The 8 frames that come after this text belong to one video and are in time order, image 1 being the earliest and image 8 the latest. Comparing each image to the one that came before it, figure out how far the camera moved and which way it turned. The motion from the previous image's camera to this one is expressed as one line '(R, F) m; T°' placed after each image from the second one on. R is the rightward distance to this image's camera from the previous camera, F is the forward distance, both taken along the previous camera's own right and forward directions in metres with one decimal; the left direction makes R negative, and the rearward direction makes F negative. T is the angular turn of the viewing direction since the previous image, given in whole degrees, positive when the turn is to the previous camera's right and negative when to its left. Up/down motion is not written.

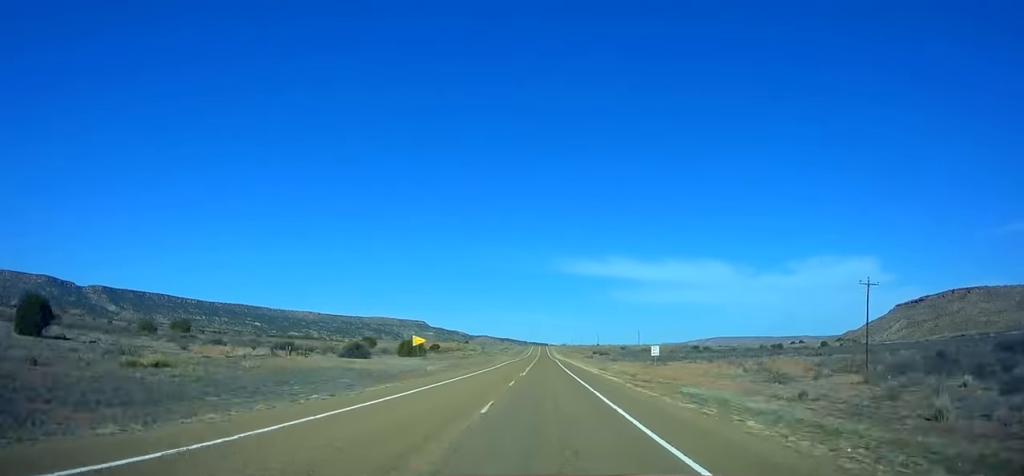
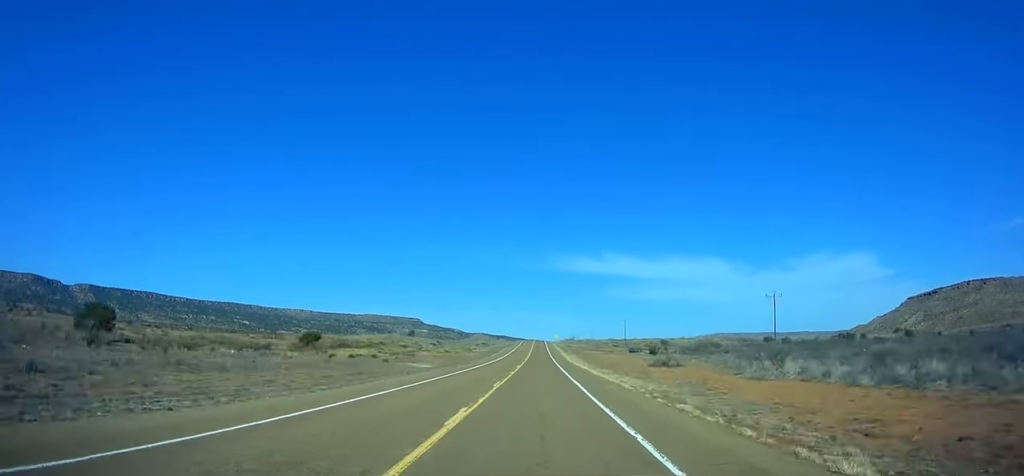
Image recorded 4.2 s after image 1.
(0.0, +111.5) m; 0°
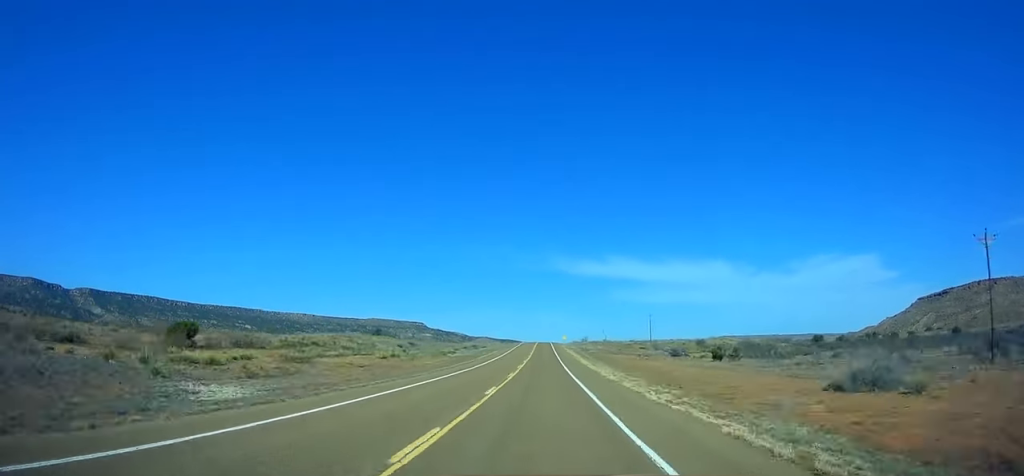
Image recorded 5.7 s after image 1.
(0.0, +37.9) m; 0°
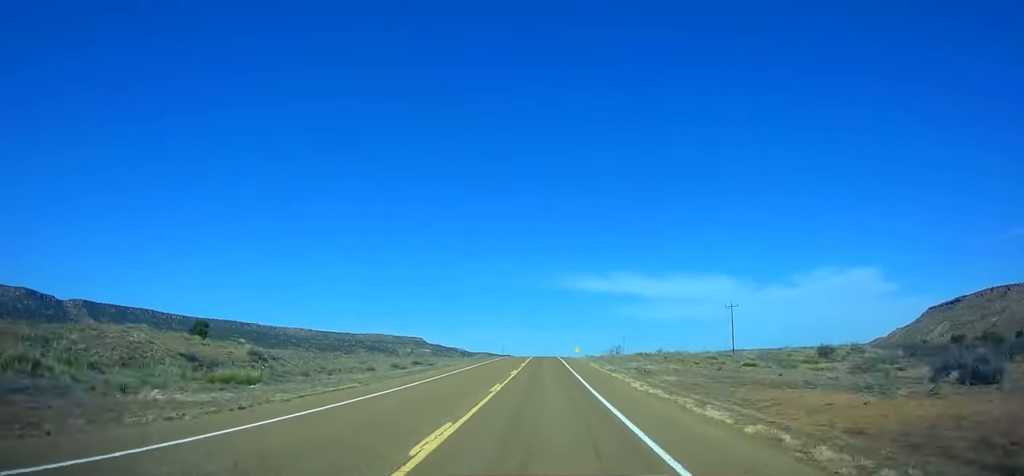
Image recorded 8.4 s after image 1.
(+0.1, +67.1) m; 0°
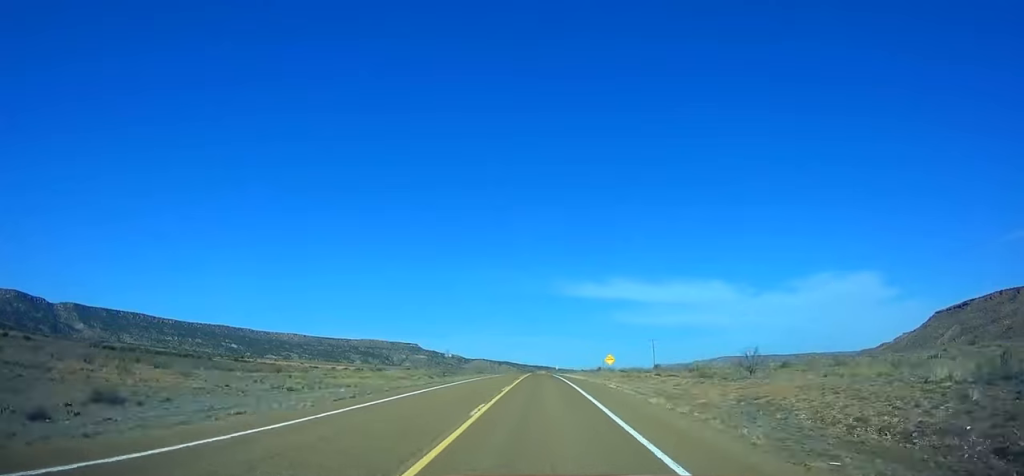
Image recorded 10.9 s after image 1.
(+0.3, +61.2) m; 0°
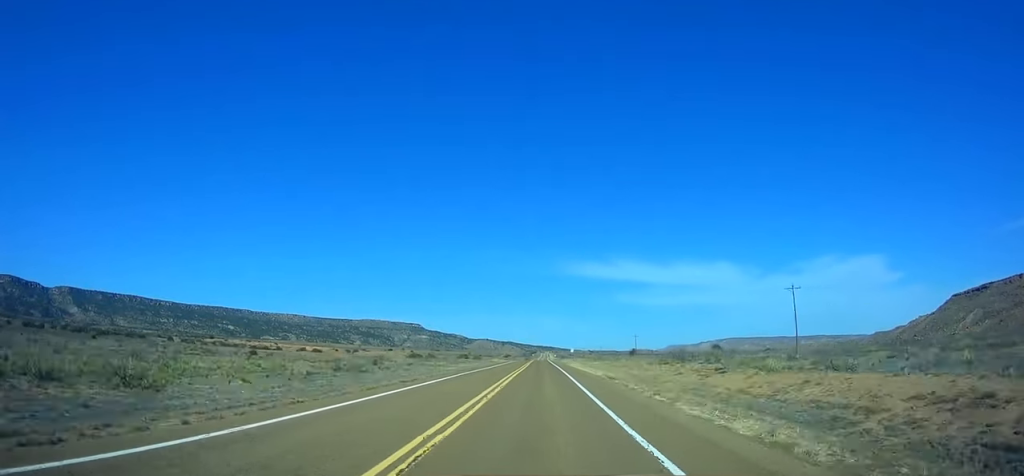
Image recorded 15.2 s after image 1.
(-1.4, +110.3) m; -1°
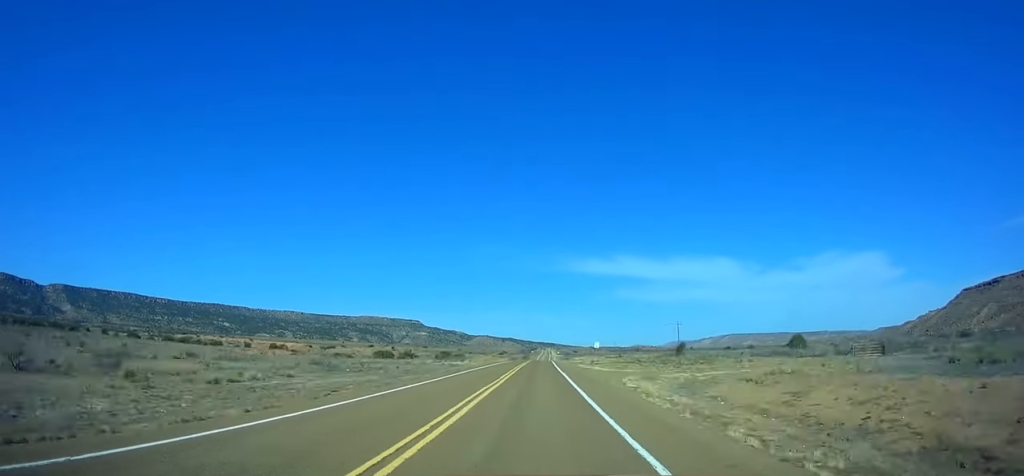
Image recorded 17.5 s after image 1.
(-0.2, +61.6) m; 0°
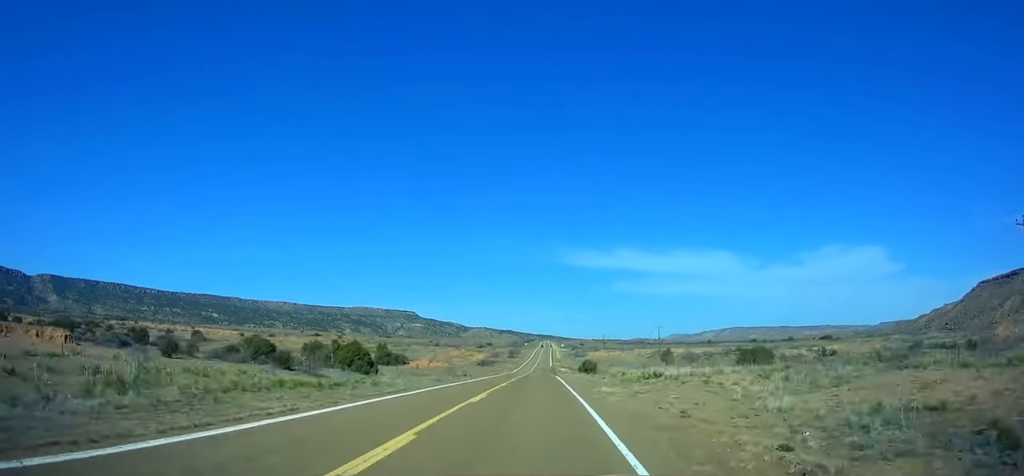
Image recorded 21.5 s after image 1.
(+0.4, +109.5) m; 0°
